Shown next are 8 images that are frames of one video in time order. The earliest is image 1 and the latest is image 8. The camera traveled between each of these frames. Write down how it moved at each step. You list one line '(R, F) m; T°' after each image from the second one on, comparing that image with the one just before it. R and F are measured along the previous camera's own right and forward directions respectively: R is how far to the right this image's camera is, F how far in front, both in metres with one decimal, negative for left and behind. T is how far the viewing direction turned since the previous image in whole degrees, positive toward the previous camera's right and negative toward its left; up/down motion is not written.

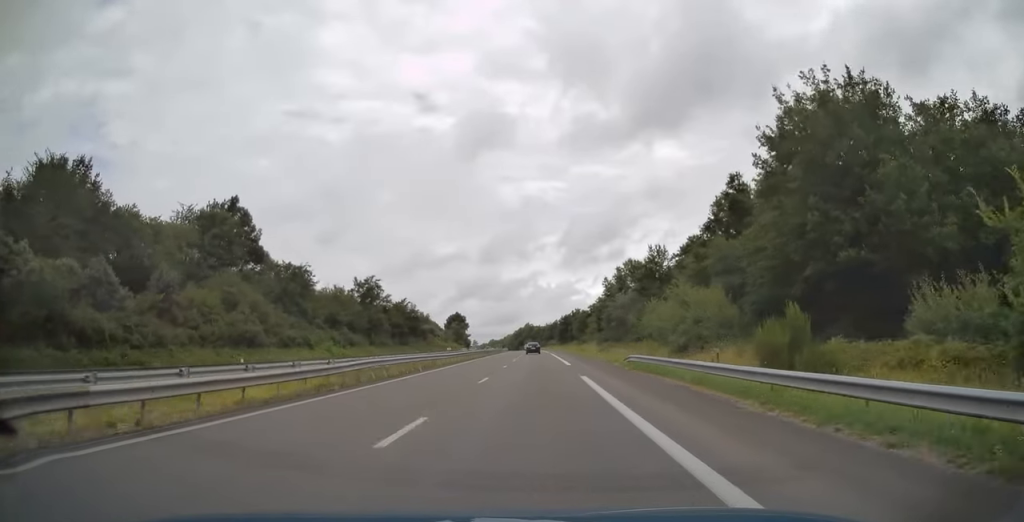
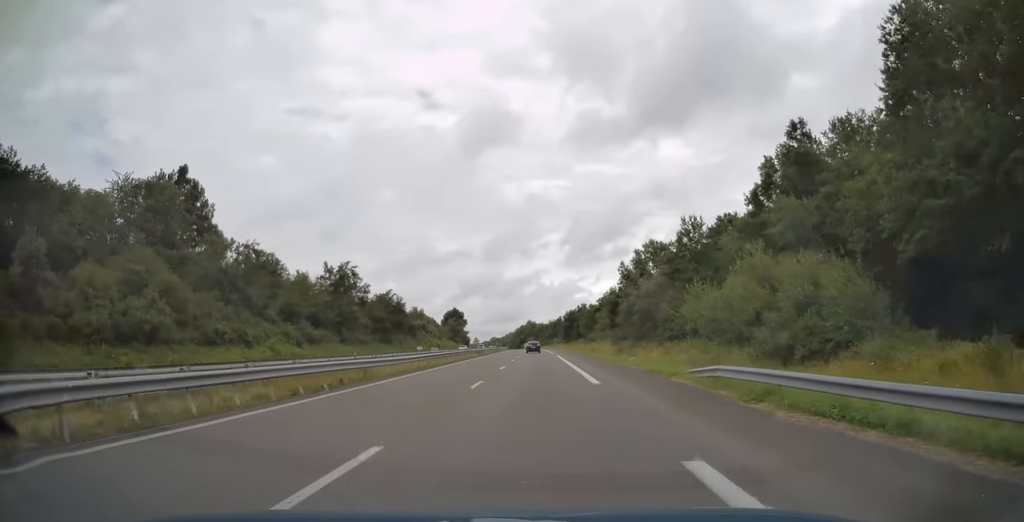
(0.0, +16.1) m; 0°
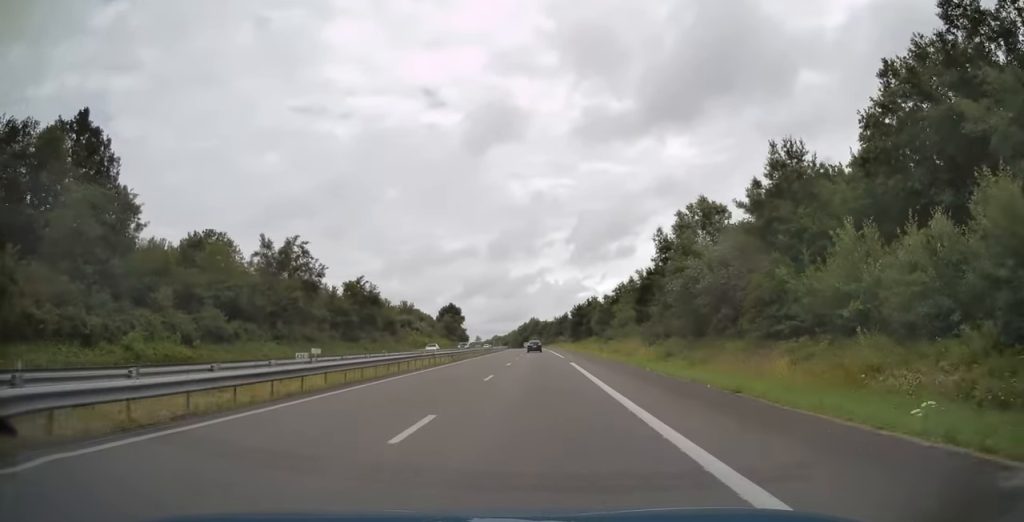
(-0.1, +22.5) m; 0°
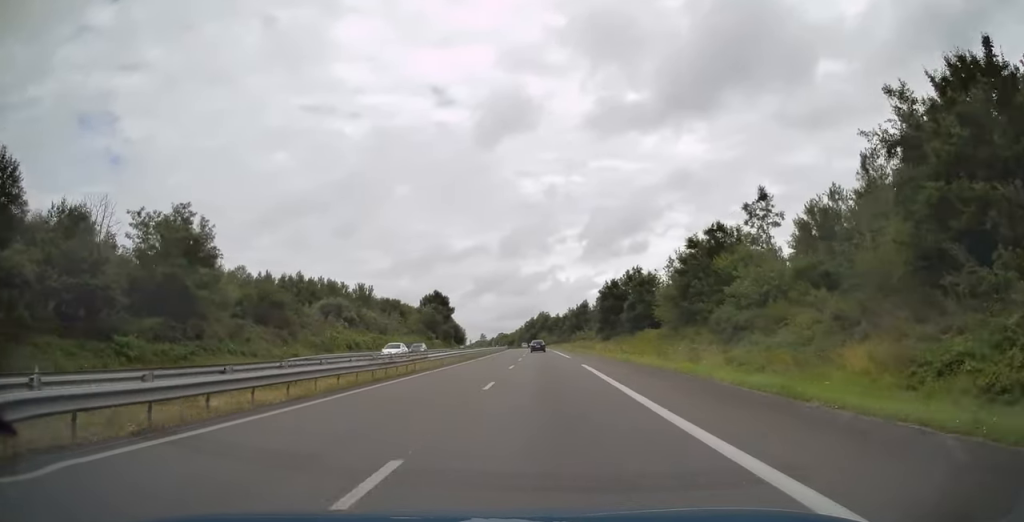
(-0.4, +55.8) m; -1°
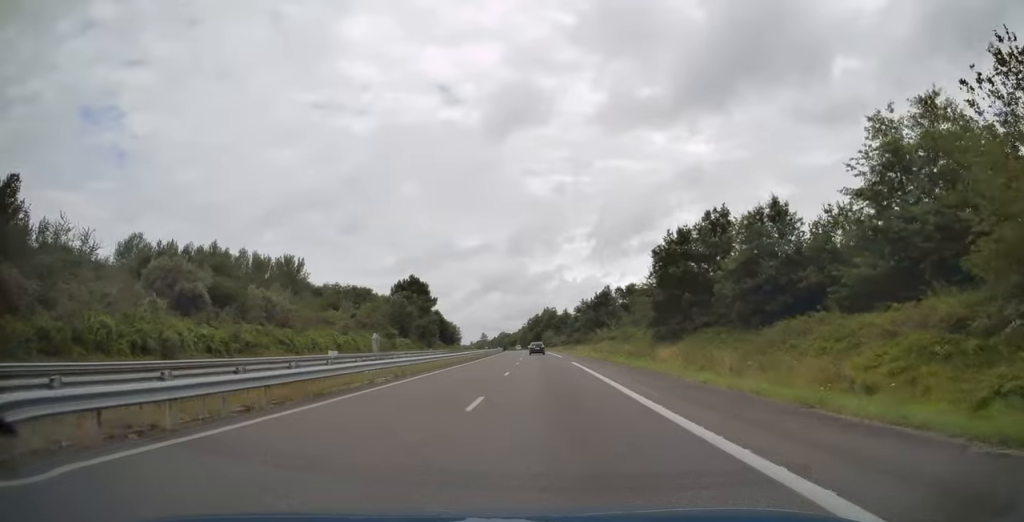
(-0.2, +43.7) m; 0°
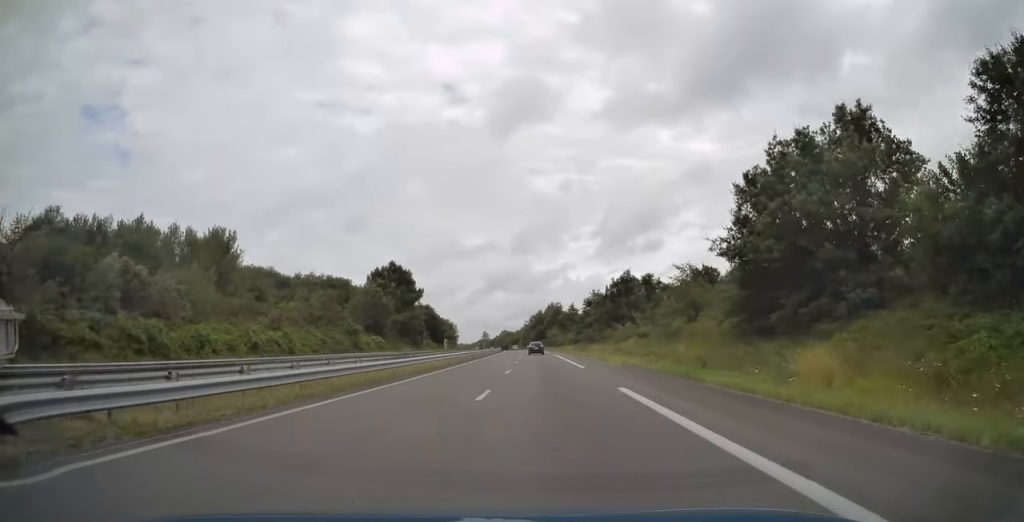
(-0.1, +23.8) m; 0°
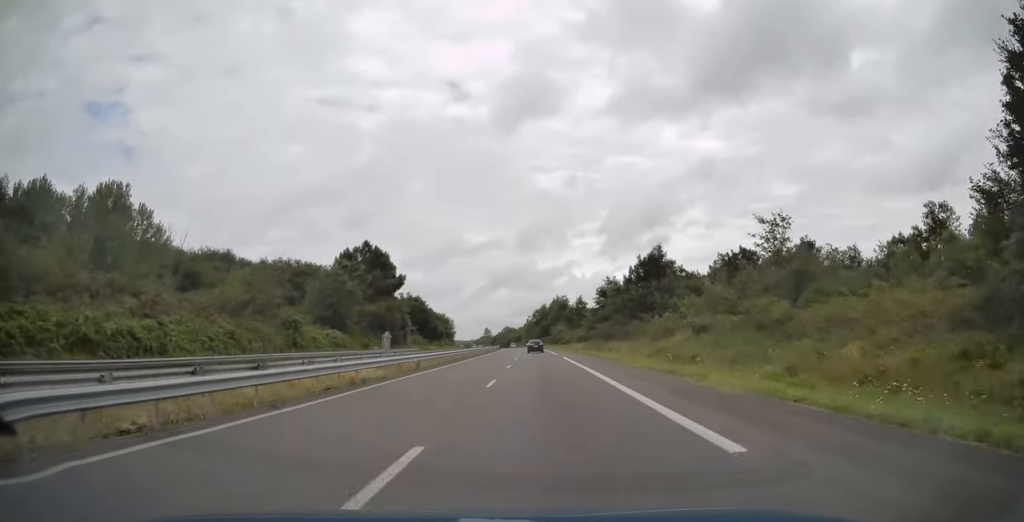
(-0.1, +22.7) m; -1°
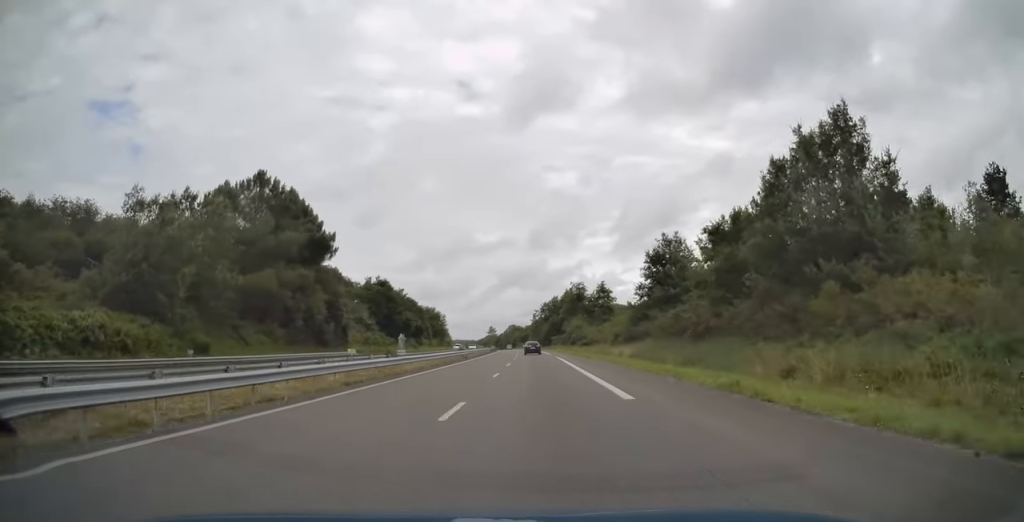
(-0.4, +45.9) m; -1°
